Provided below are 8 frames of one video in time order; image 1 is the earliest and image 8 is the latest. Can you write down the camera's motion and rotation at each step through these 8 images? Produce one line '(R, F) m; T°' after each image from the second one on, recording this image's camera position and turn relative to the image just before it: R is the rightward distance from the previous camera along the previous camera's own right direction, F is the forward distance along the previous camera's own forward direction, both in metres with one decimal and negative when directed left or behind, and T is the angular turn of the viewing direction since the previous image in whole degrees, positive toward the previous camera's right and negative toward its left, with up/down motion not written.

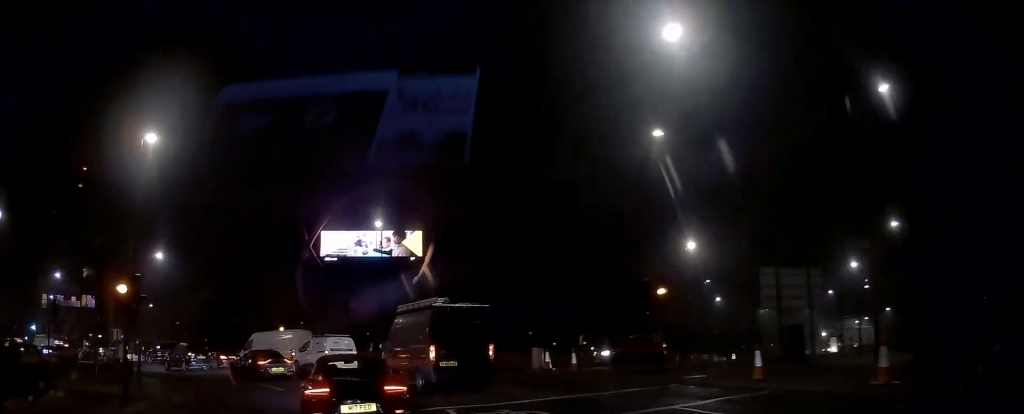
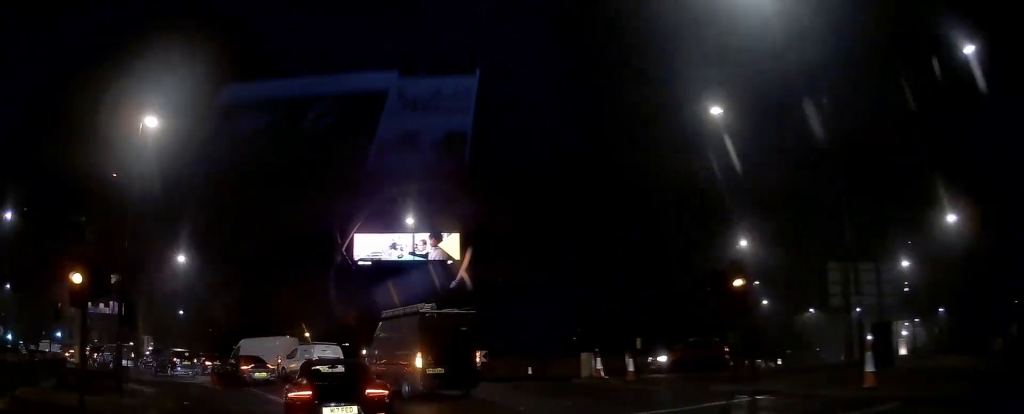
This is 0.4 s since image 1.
(0.0, +3.1) m; -3°
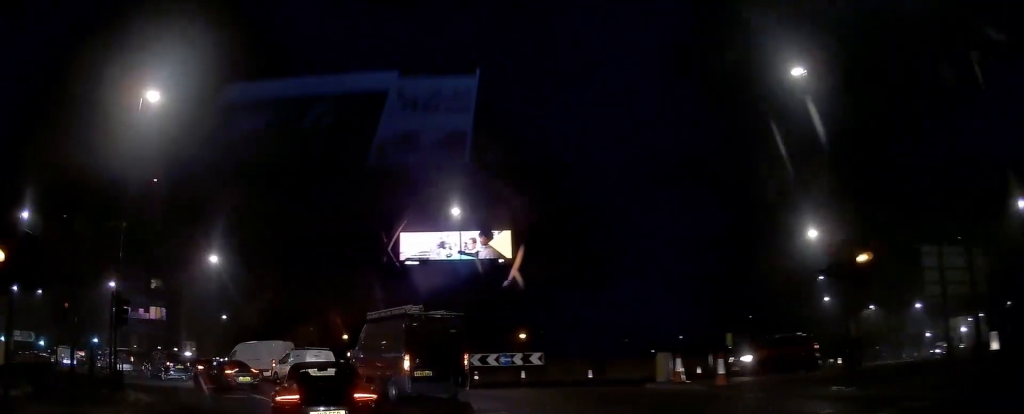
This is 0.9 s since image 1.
(0.0, +3.5) m; -4°
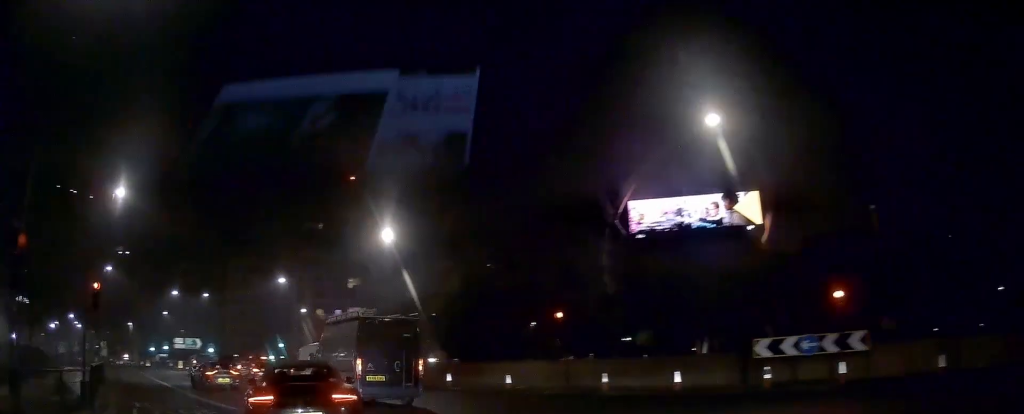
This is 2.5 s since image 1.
(-1.8, +12.9) m; -17°
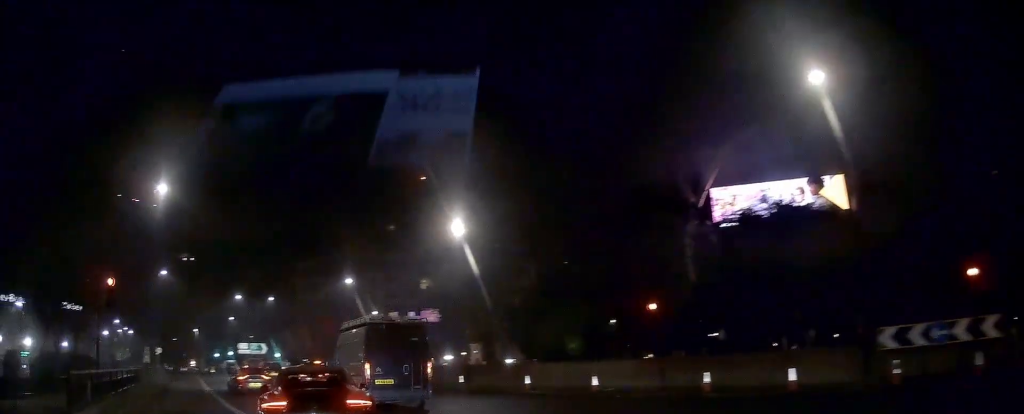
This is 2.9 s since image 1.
(0.0, +3.5) m; -6°
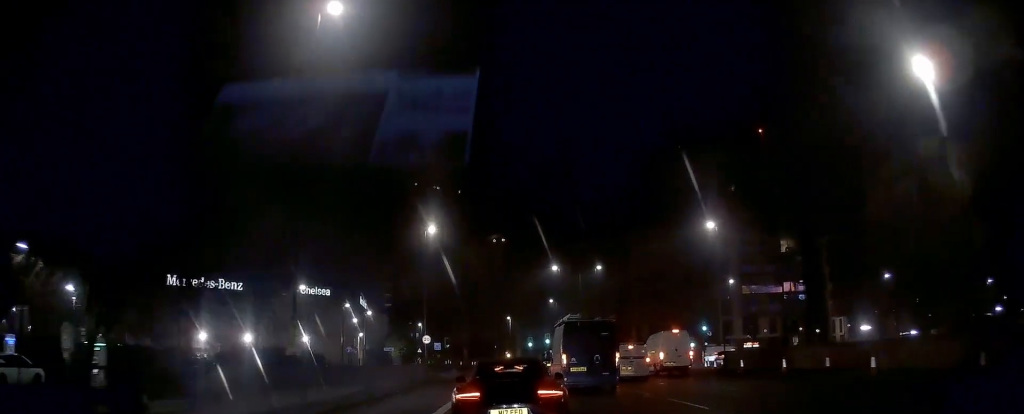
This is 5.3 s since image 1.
(-7.4, +19.9) m; -37°
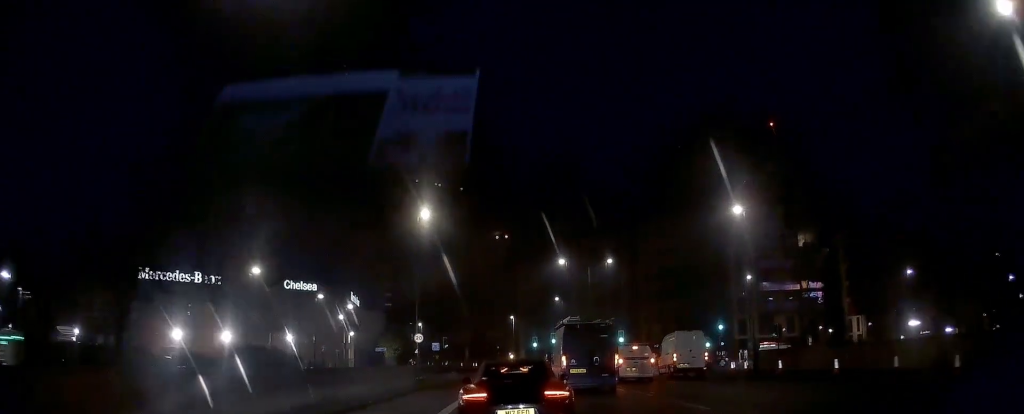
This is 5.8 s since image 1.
(-0.4, +5.3) m; -3°
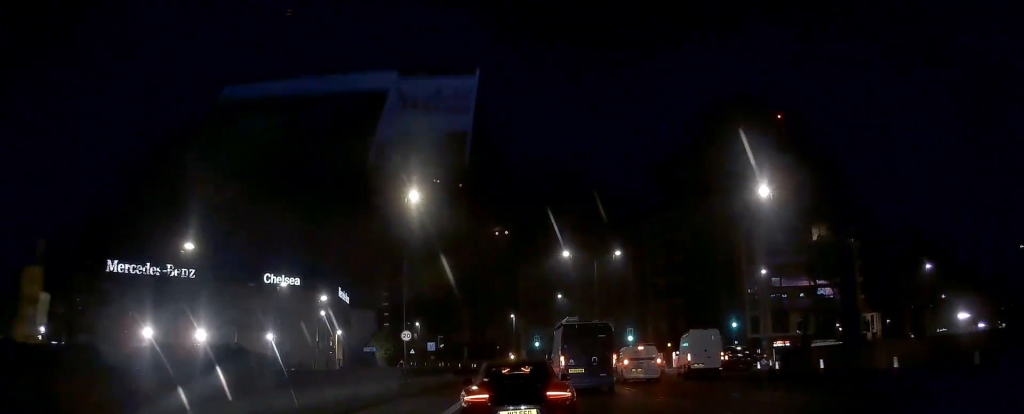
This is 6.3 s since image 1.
(-0.1, +4.7) m; -2°
